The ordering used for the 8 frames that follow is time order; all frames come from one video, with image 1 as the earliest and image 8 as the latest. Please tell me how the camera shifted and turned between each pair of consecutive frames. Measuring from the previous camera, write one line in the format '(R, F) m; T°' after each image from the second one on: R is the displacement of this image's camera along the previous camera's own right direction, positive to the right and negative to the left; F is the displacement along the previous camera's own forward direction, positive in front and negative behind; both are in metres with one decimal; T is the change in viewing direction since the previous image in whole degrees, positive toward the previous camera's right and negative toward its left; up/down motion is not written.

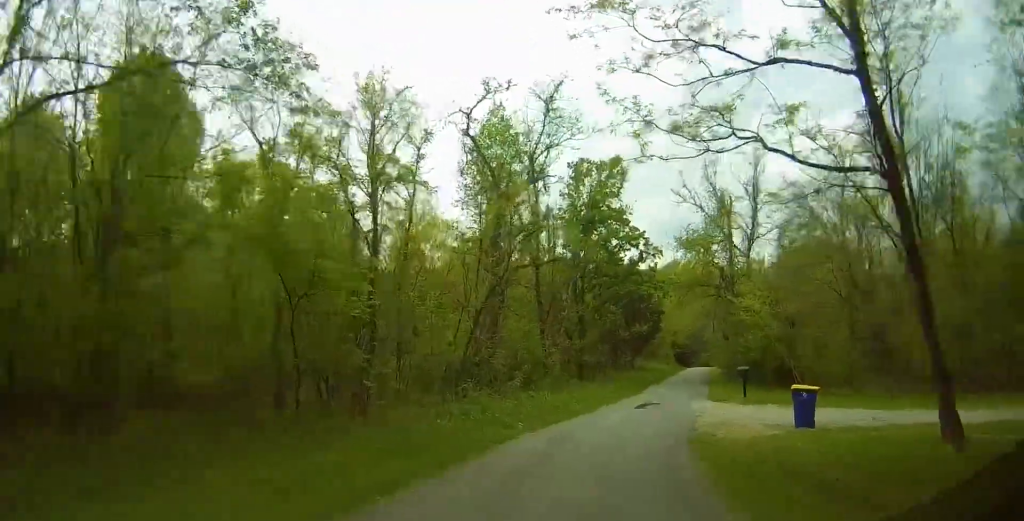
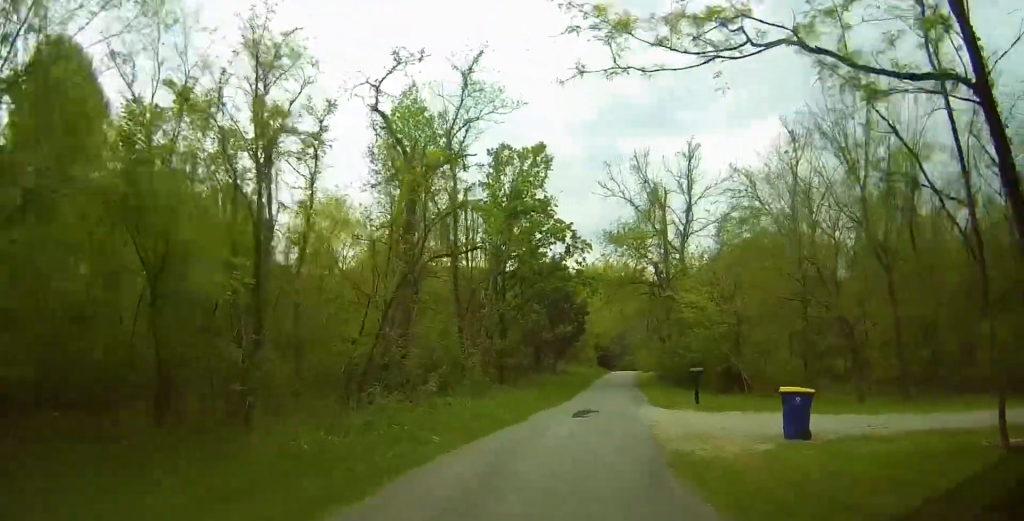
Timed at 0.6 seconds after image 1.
(0.0, +3.7) m; +8°
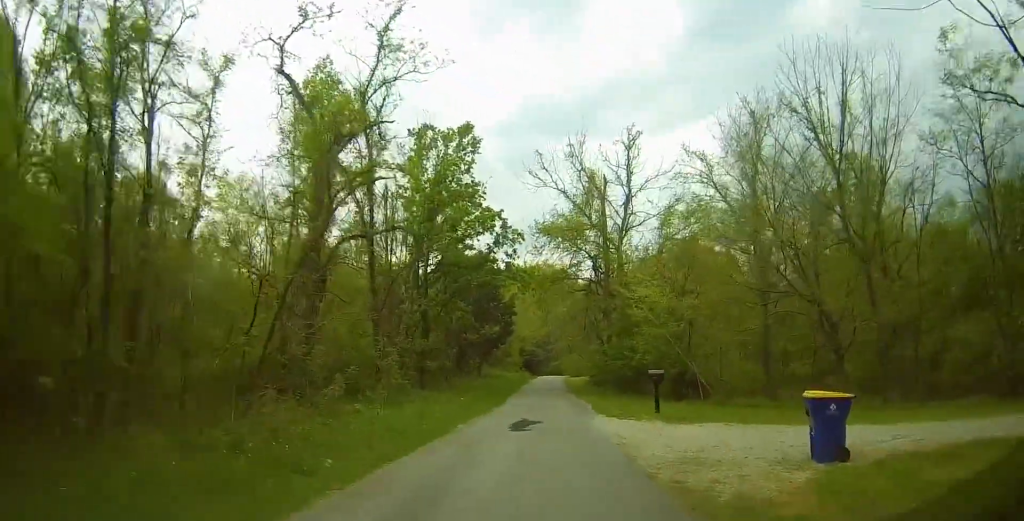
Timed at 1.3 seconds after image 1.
(+0.6, +4.3) m; +6°
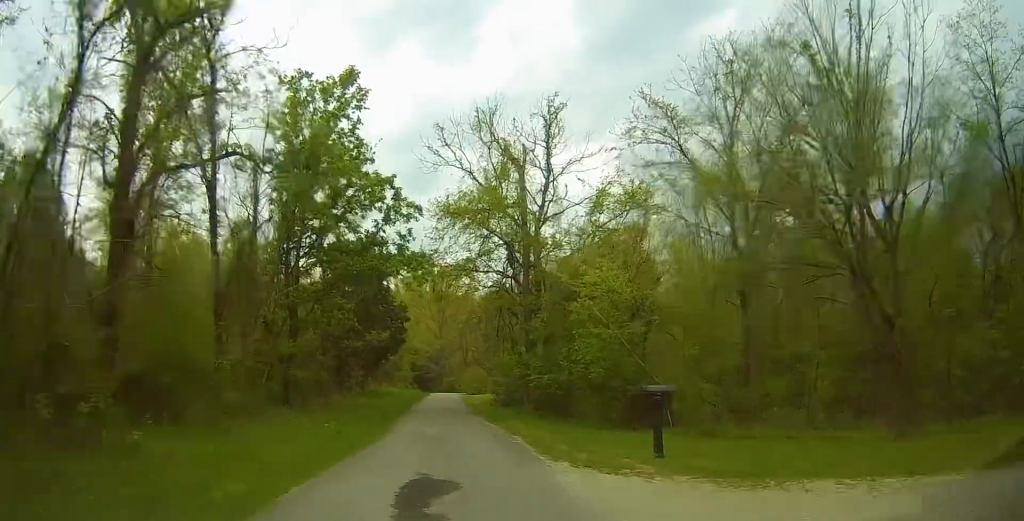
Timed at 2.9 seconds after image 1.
(+0.7, +9.5) m; +8°
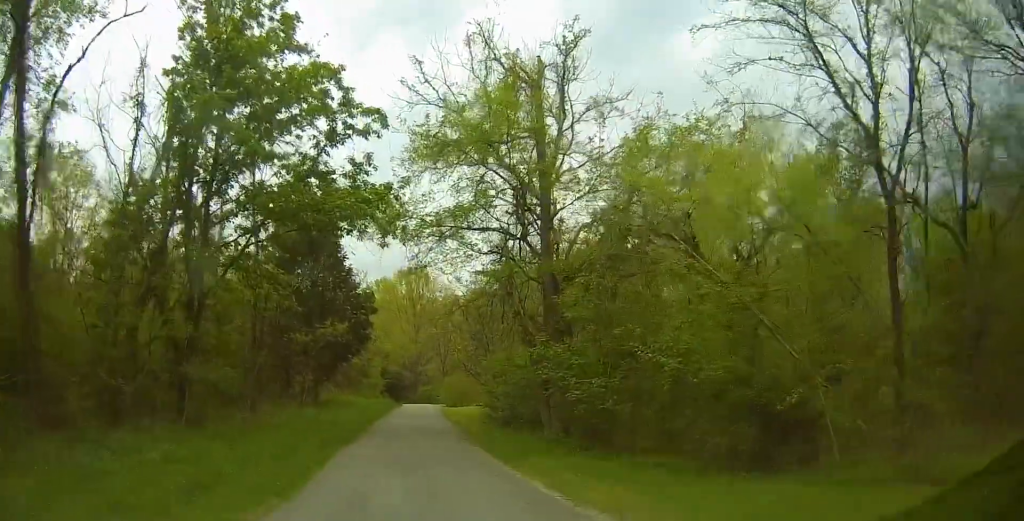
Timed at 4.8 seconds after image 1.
(+0.5, +11.2) m; +3°
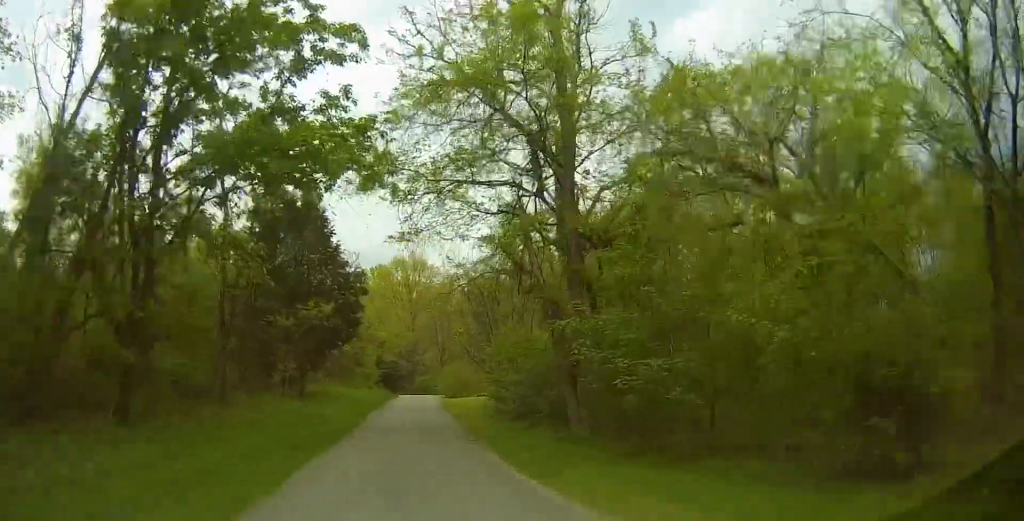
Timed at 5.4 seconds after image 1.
(0.0, +4.1) m; +1°
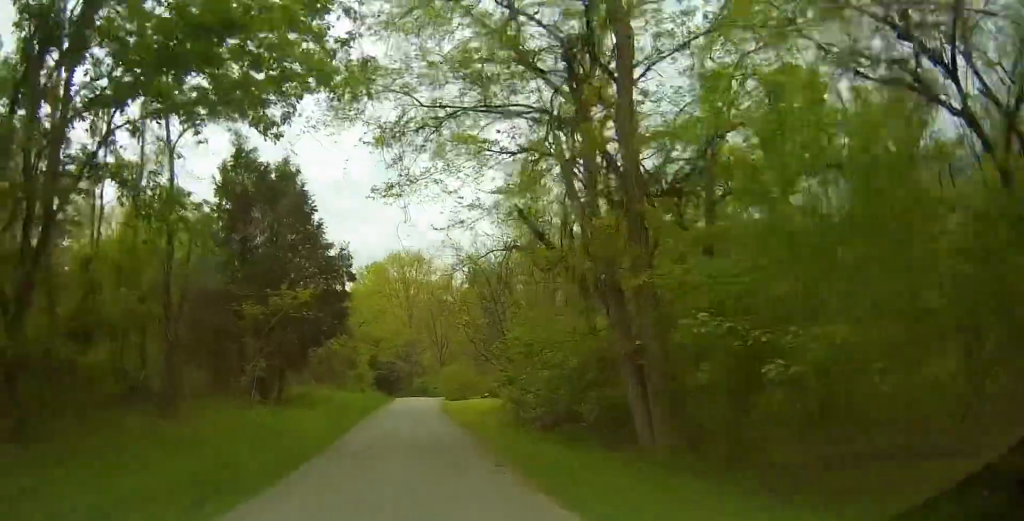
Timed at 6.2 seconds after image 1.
(+0.1, +5.4) m; +1°
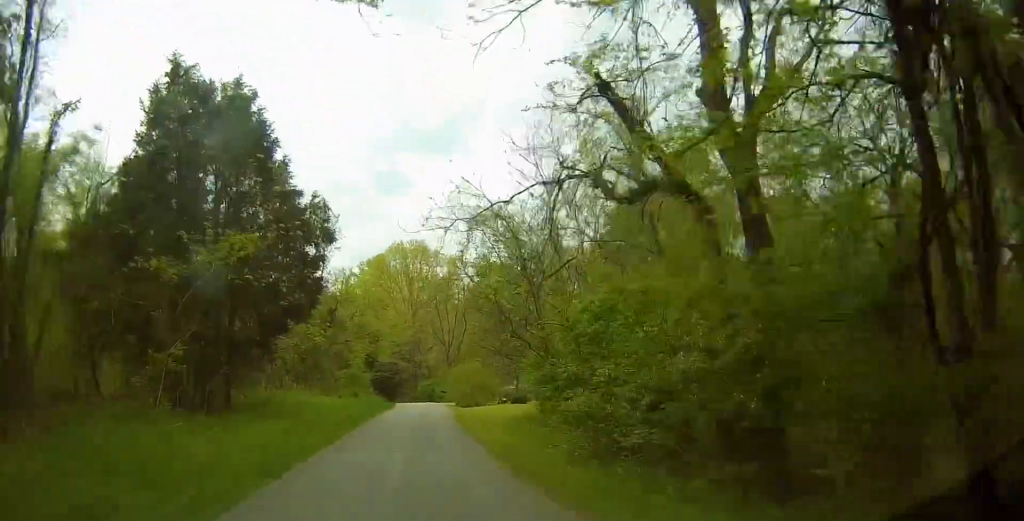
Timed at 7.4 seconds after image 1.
(+0.1, +9.1) m; -1°
